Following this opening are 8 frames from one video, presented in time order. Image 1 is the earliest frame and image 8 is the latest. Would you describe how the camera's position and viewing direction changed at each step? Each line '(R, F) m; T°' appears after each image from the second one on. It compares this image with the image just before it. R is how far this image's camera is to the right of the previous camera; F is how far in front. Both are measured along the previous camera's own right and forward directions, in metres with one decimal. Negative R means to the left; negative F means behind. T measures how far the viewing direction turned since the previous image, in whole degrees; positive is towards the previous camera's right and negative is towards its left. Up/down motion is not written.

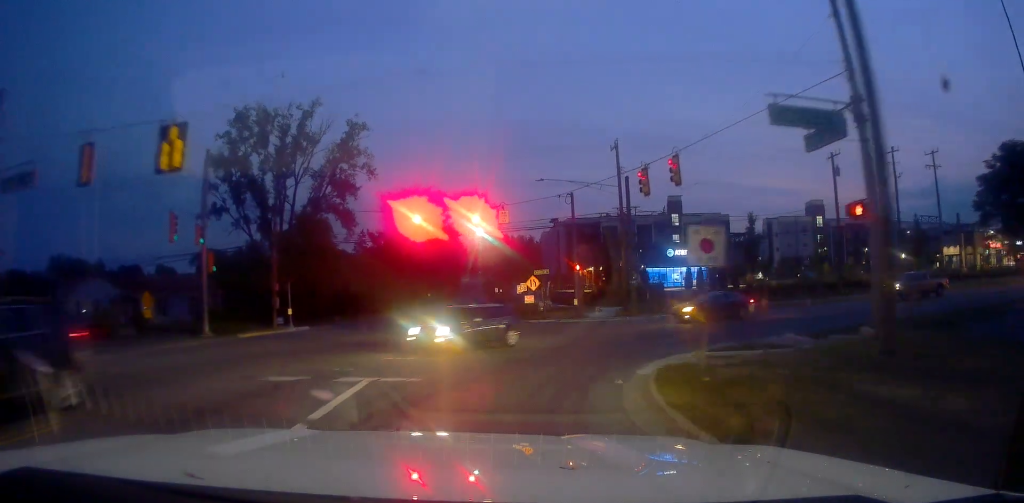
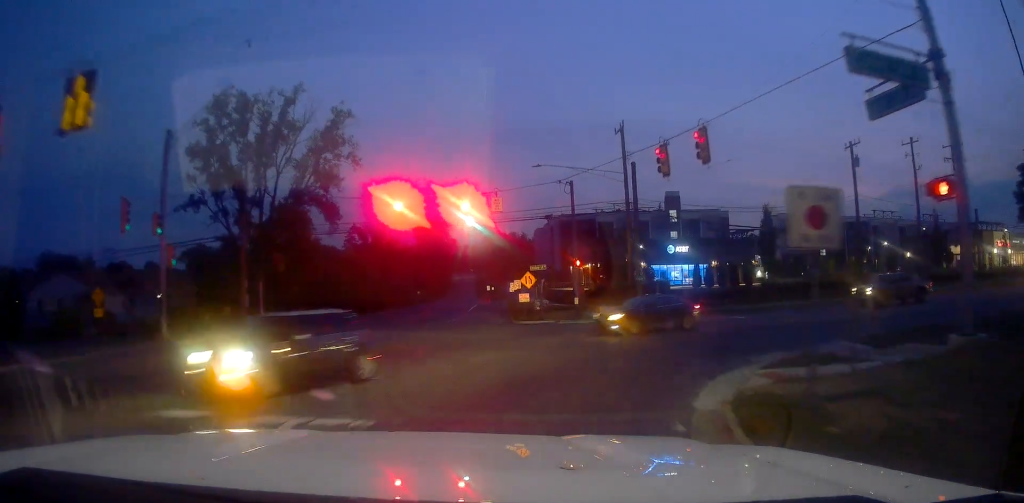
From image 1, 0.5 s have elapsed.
(0.0, +5.3) m; 0°
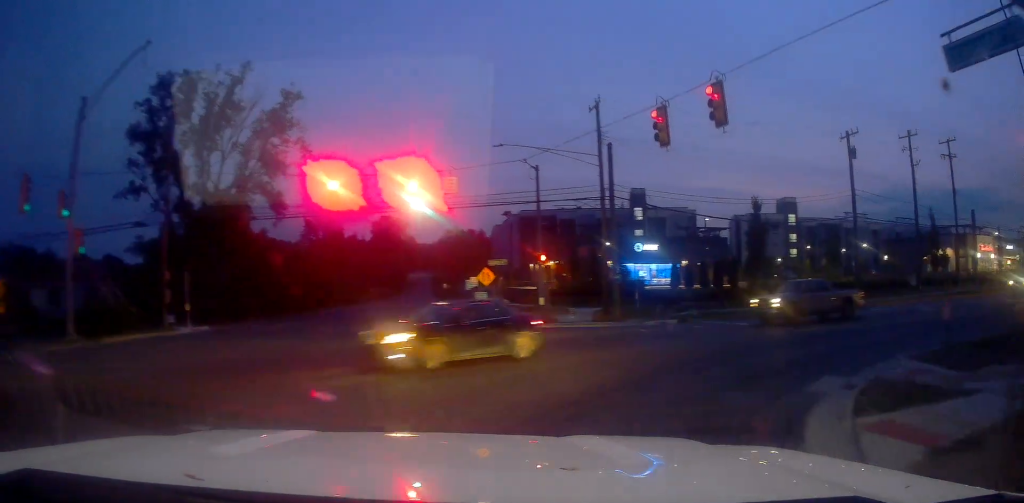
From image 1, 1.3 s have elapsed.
(0.0, +6.9) m; 0°
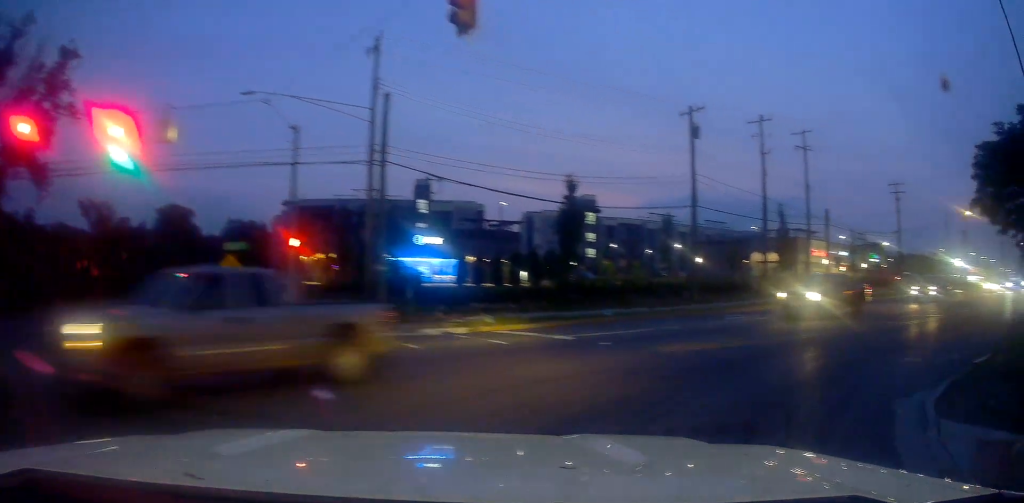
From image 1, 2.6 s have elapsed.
(+0.1, +10.6) m; +6°
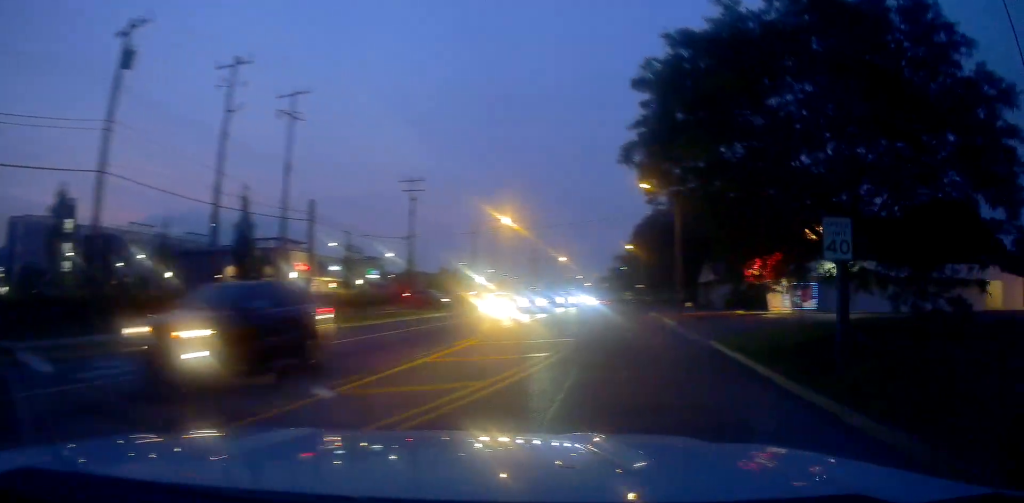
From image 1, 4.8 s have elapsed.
(+3.9, +12.1) m; +40°
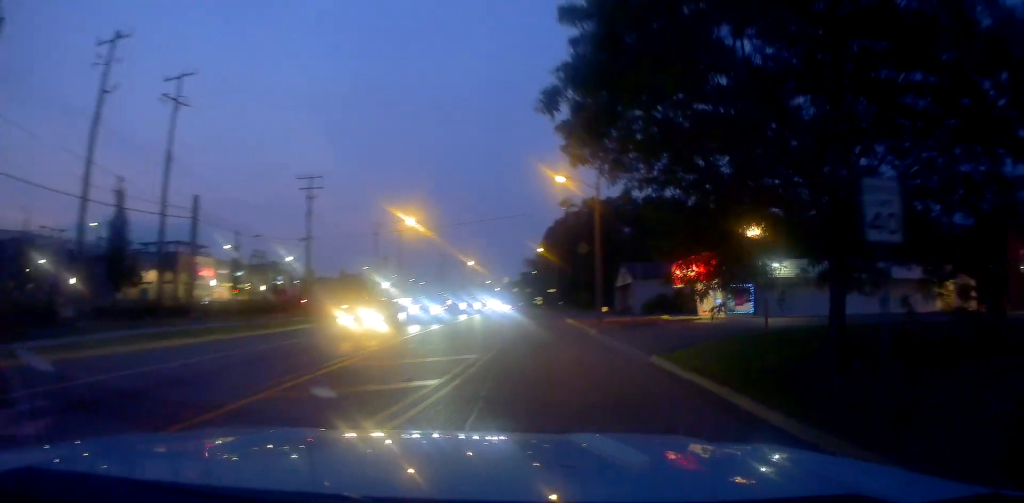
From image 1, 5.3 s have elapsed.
(+0.2, +3.4) m; +11°
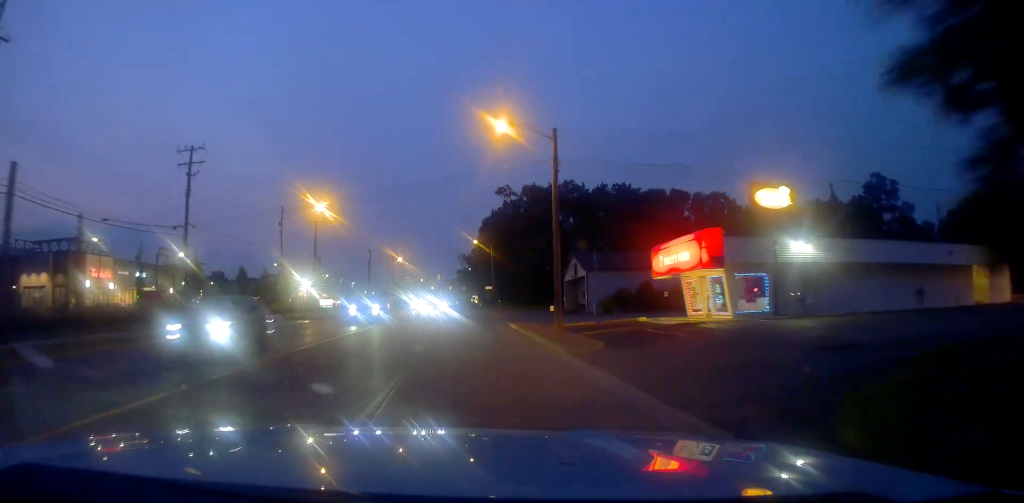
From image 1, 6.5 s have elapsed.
(+2.1, +8.2) m; +24°
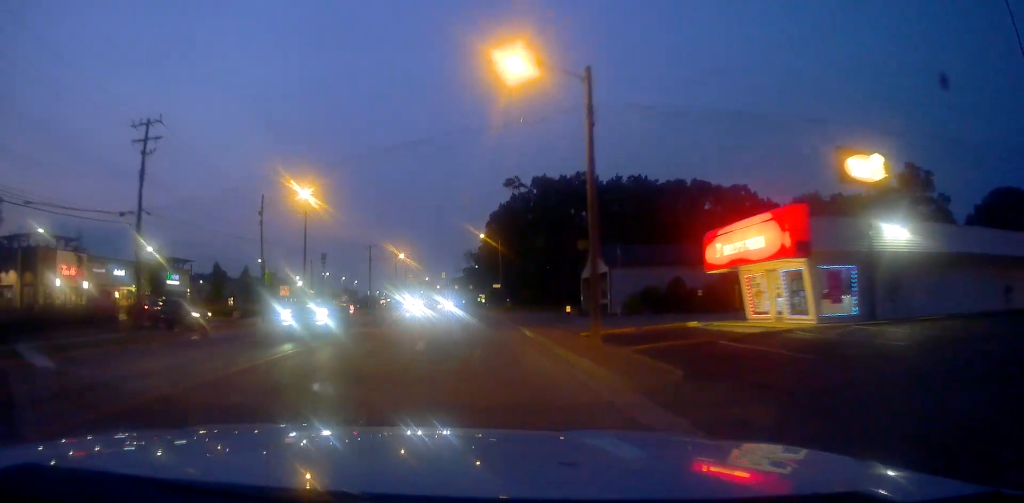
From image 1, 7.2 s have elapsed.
(+0.7, +5.4) m; +8°
